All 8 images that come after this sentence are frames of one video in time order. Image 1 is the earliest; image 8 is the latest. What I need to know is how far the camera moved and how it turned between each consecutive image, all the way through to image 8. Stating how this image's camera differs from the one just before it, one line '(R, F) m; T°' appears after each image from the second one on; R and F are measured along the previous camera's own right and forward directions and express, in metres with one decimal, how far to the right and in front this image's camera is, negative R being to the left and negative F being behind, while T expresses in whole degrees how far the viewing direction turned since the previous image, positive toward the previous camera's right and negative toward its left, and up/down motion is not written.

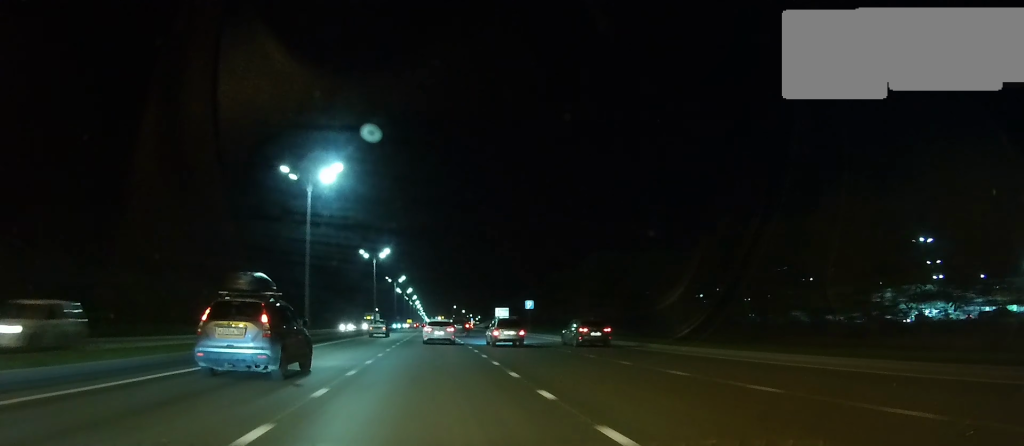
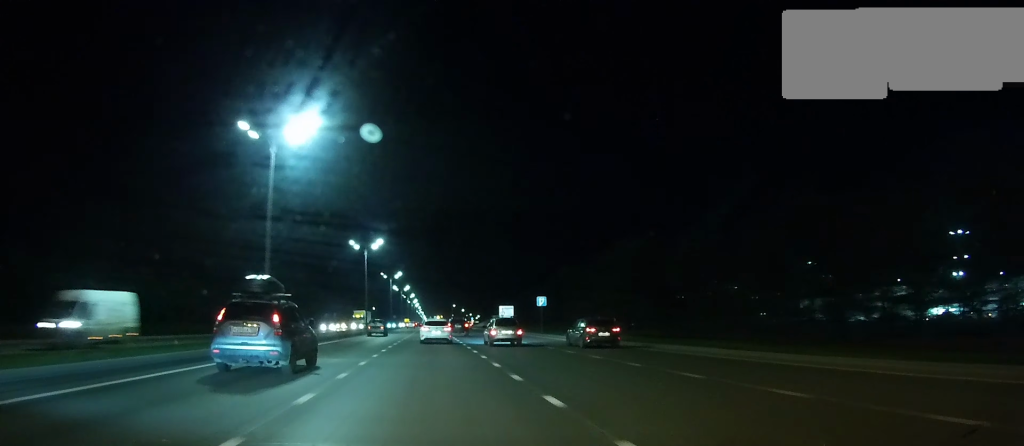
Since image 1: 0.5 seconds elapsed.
(0.0, +9.0) m; 0°
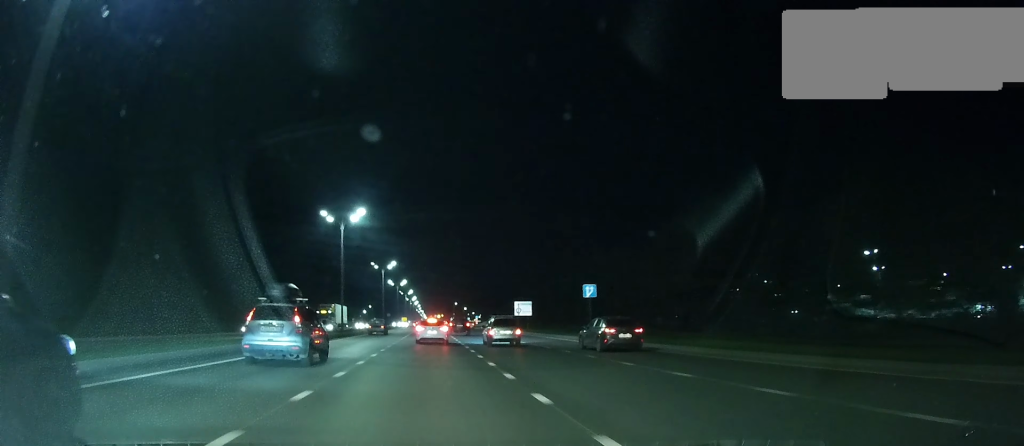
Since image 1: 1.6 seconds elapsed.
(0.0, +19.6) m; 0°
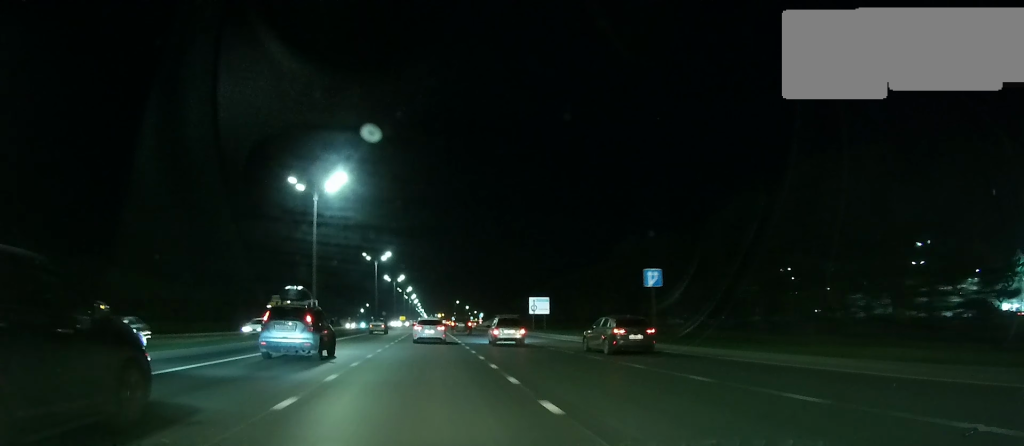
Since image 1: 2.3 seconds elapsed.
(0.0, +13.0) m; 0°
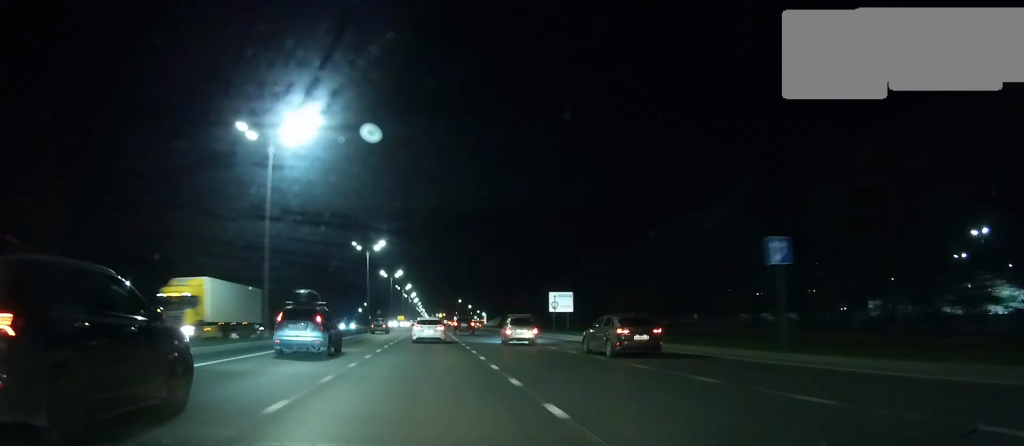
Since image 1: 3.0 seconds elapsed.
(0.0, +12.4) m; 0°
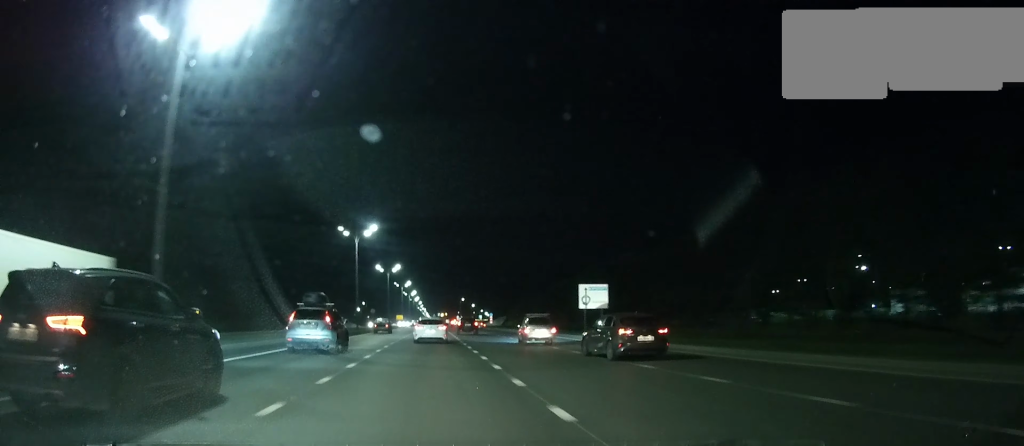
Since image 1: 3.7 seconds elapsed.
(0.0, +12.4) m; 0°
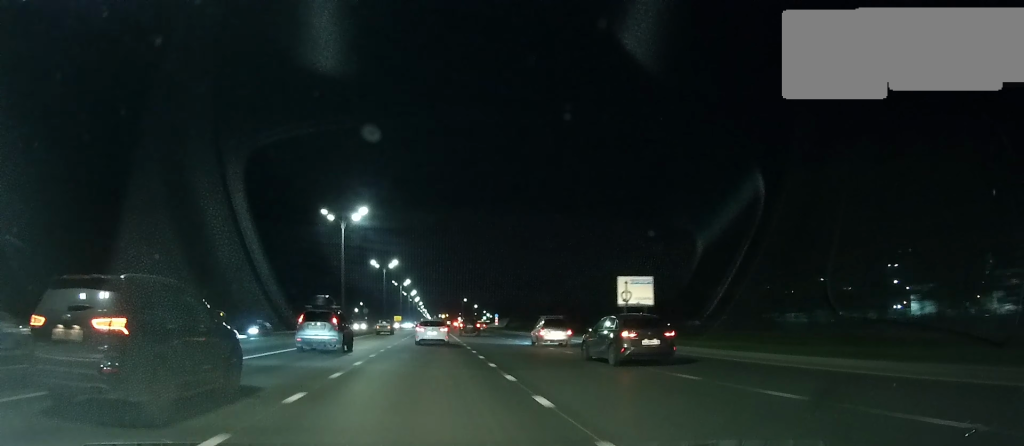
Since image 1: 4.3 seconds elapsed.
(0.0, +10.6) m; 0°
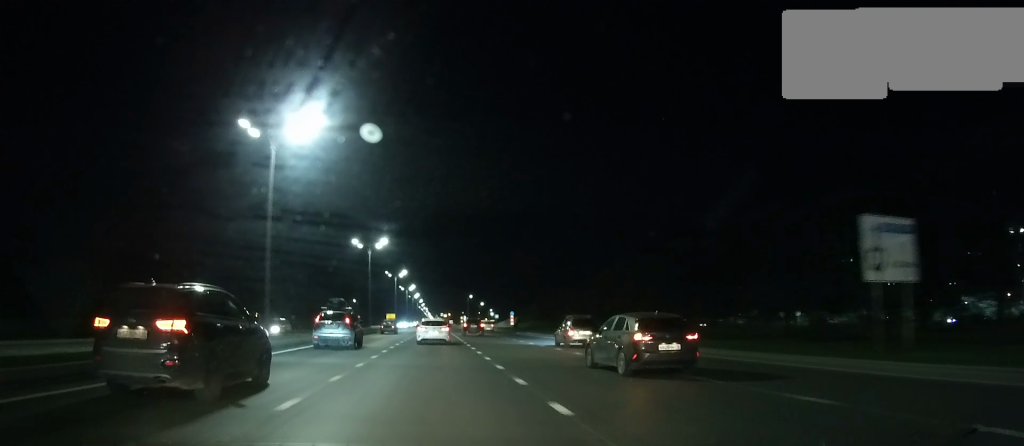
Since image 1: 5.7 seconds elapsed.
(-0.1, +24.7) m; 0°
